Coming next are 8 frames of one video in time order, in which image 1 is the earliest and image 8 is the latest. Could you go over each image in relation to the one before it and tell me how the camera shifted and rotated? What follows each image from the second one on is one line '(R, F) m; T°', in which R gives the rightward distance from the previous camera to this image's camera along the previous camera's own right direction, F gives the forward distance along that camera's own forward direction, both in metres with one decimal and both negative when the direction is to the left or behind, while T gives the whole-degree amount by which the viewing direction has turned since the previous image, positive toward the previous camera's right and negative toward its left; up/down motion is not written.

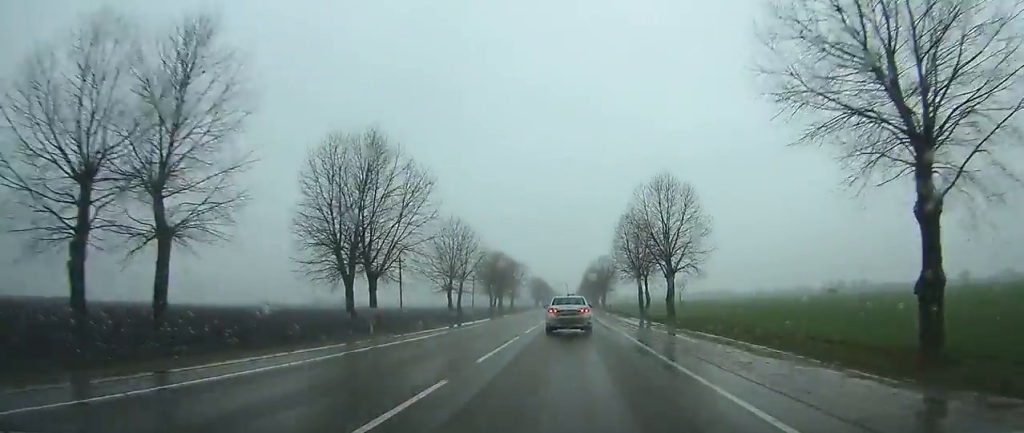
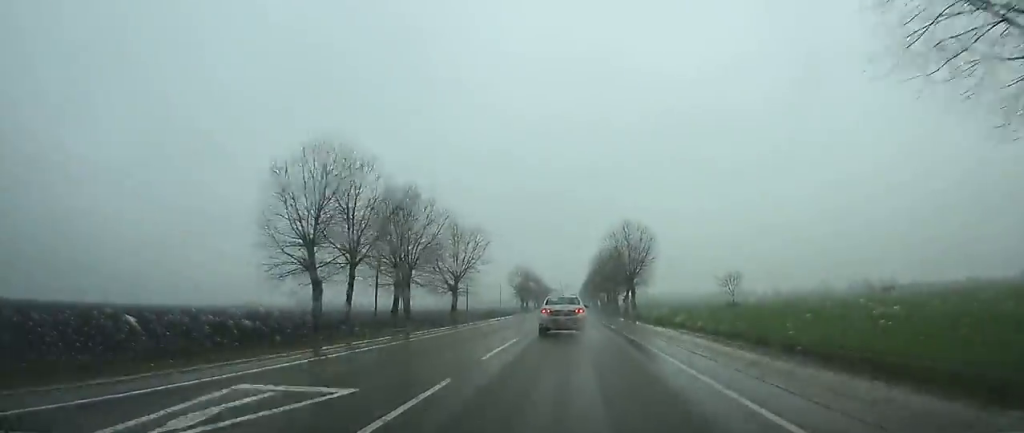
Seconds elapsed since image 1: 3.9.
(+0.2, +71.7) m; 0°
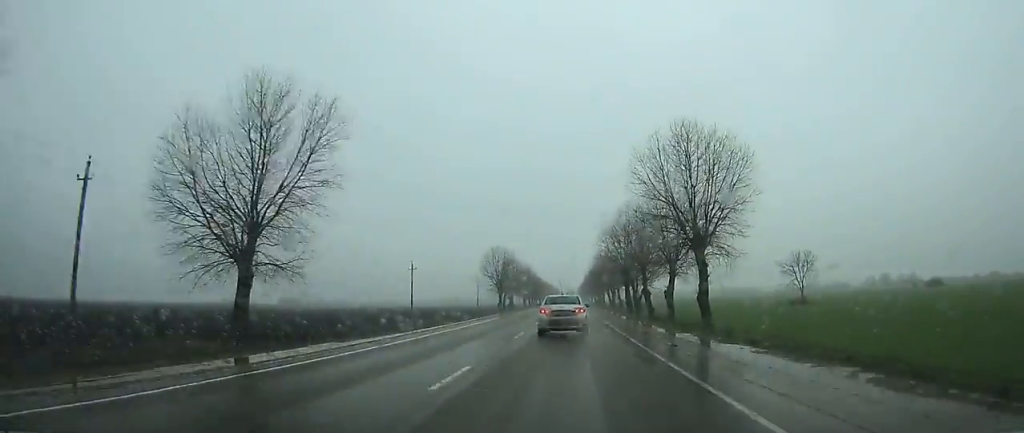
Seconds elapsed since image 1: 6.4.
(0.0, +46.7) m; 0°
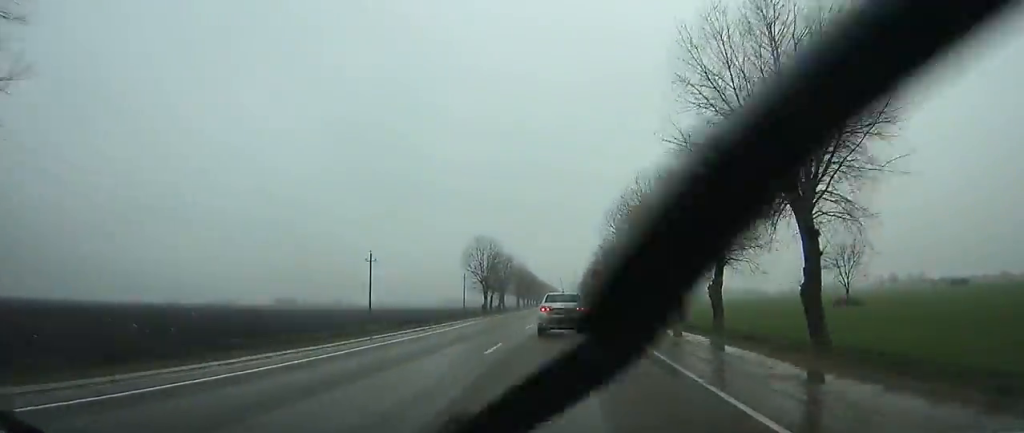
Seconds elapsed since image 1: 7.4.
(0.0, +18.4) m; 0°
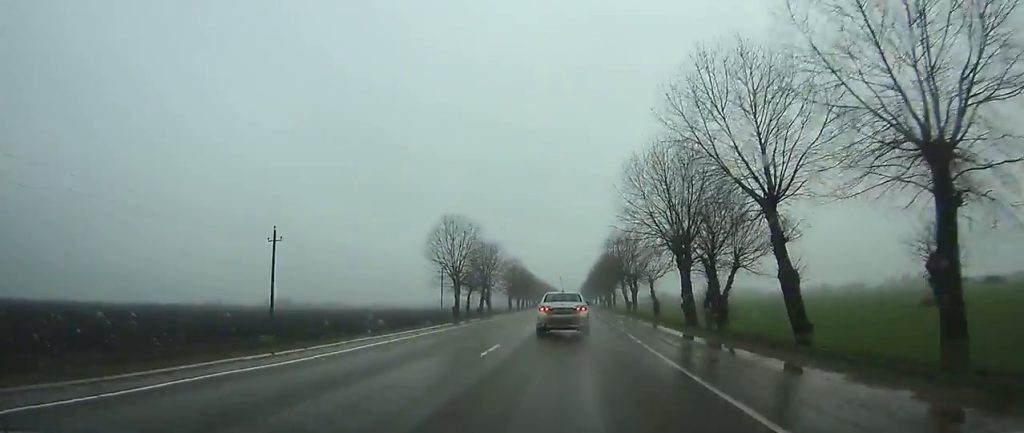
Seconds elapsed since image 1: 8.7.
(0.0, +24.5) m; 0°
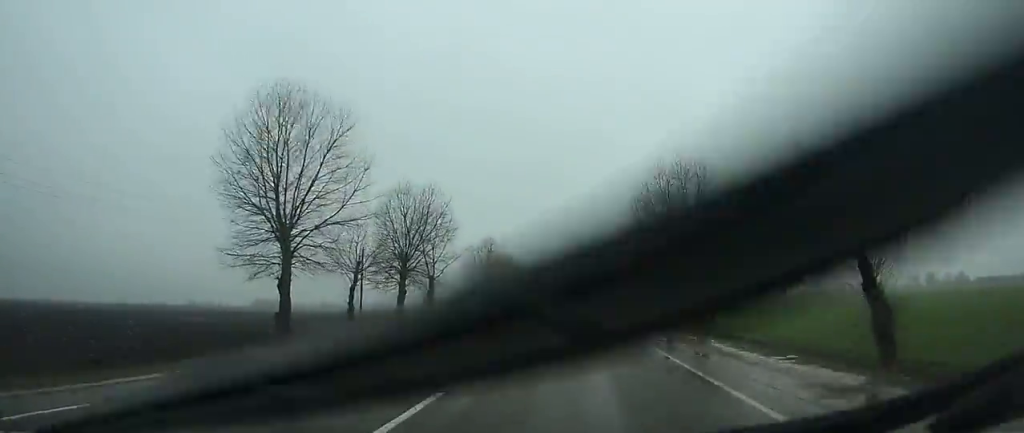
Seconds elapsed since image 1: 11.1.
(-0.1, +44.0) m; 0°
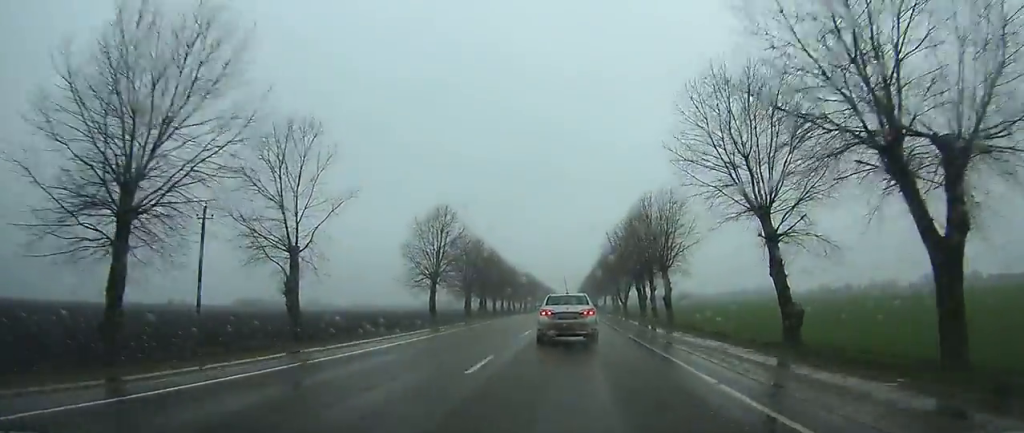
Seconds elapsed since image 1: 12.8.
(+0.1, +30.5) m; 0°
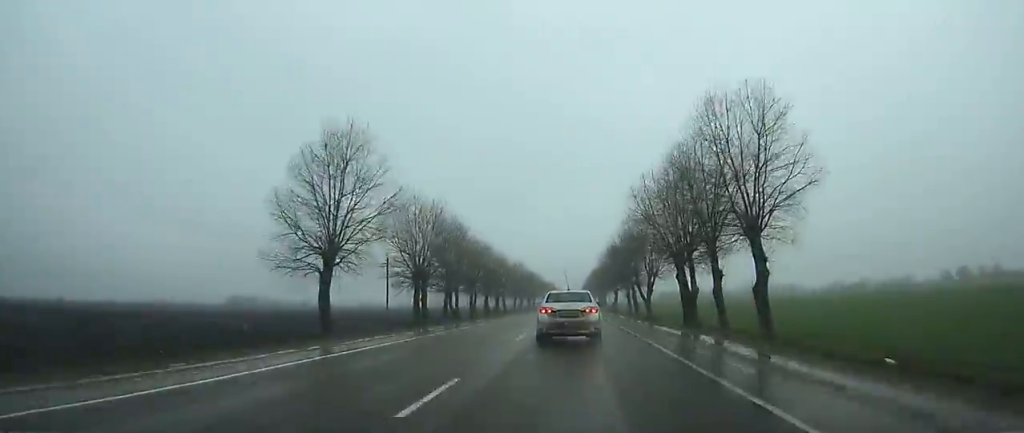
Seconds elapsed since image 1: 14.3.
(-0.2, +27.8) m; 0°
